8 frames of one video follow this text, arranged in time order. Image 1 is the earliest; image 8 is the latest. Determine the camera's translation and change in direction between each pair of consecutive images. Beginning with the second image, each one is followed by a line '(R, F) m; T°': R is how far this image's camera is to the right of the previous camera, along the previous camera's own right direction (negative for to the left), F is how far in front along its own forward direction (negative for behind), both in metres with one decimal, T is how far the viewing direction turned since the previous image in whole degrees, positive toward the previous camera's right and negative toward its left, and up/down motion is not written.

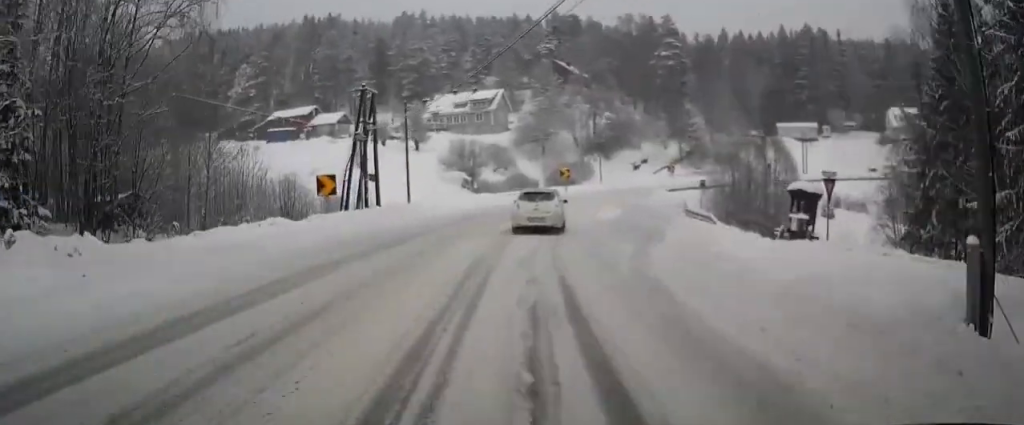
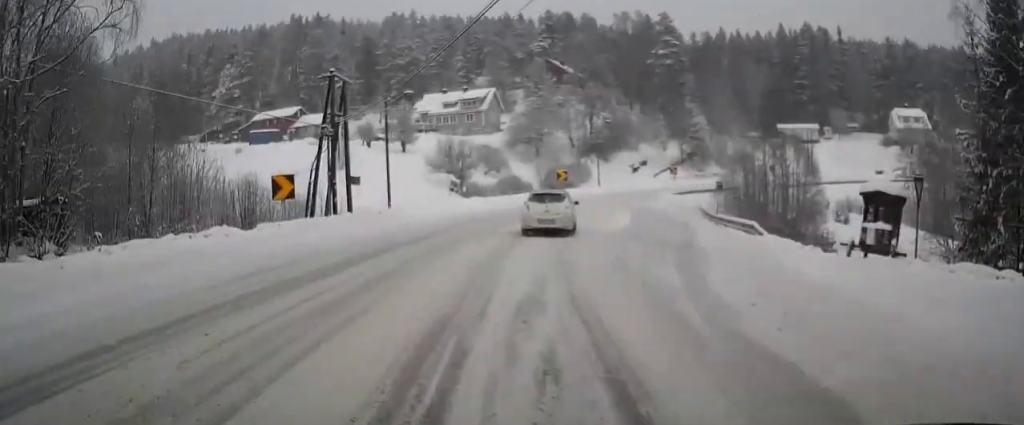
(0.0, +5.0) m; +1°
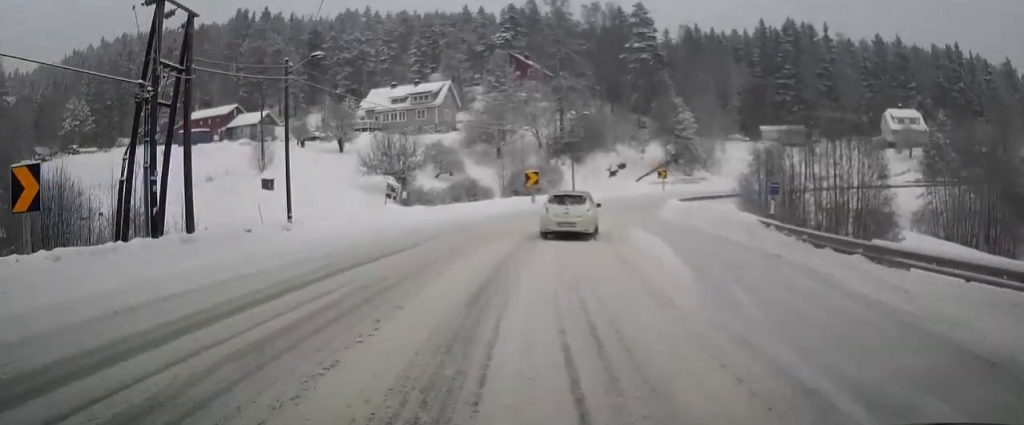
(+0.2, +13.6) m; +2°
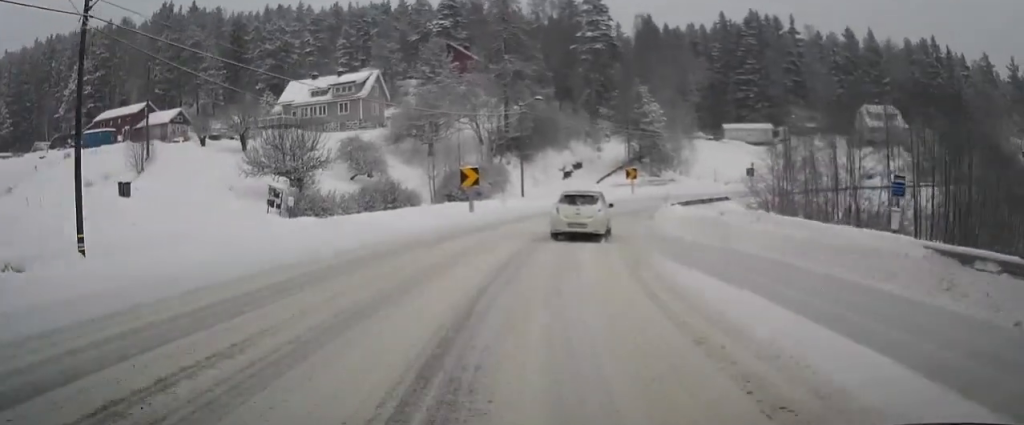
(+0.3, +12.8) m; +6°
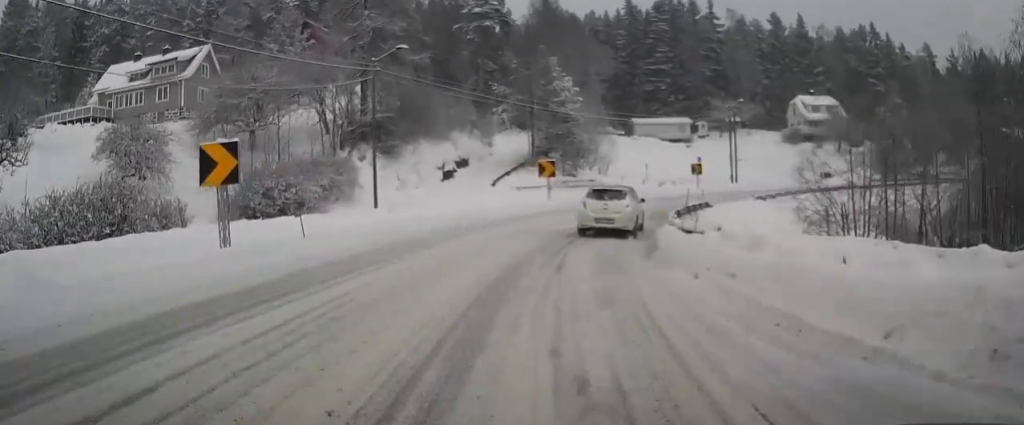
(+1.7, +19.4) m; +9°
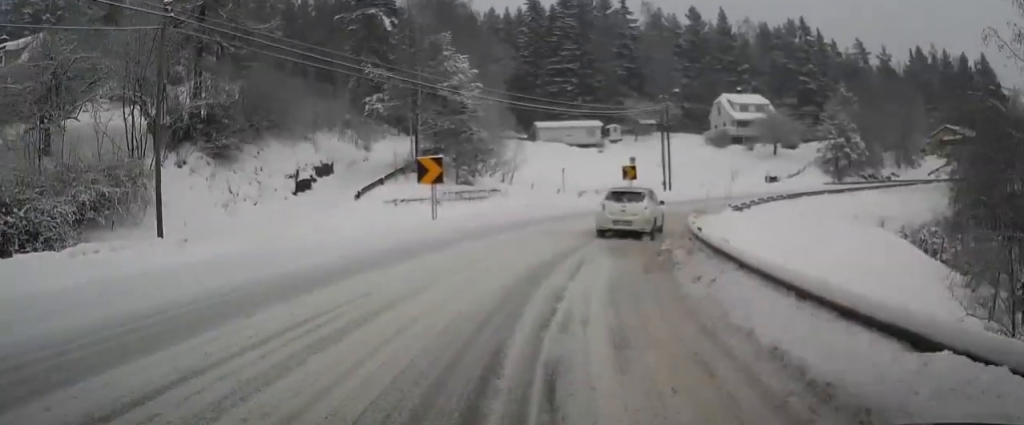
(+0.8, +12.6) m; +8°
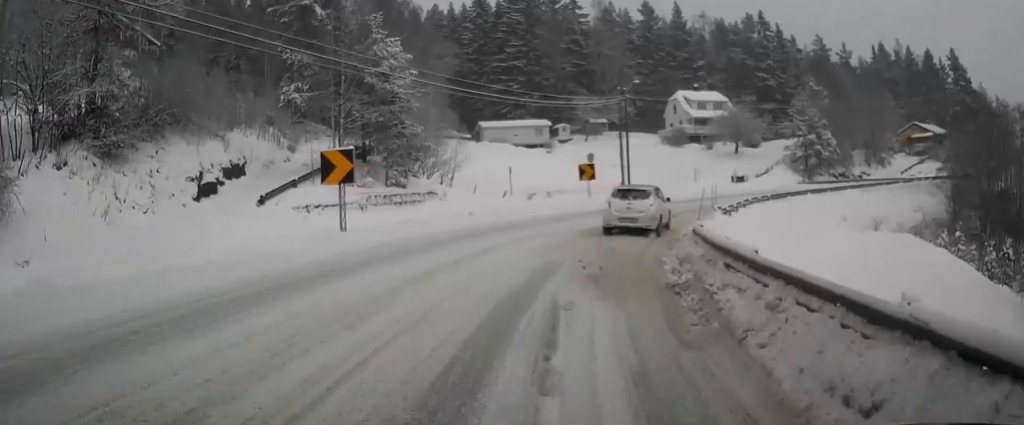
(+0.4, +5.9) m; +4°
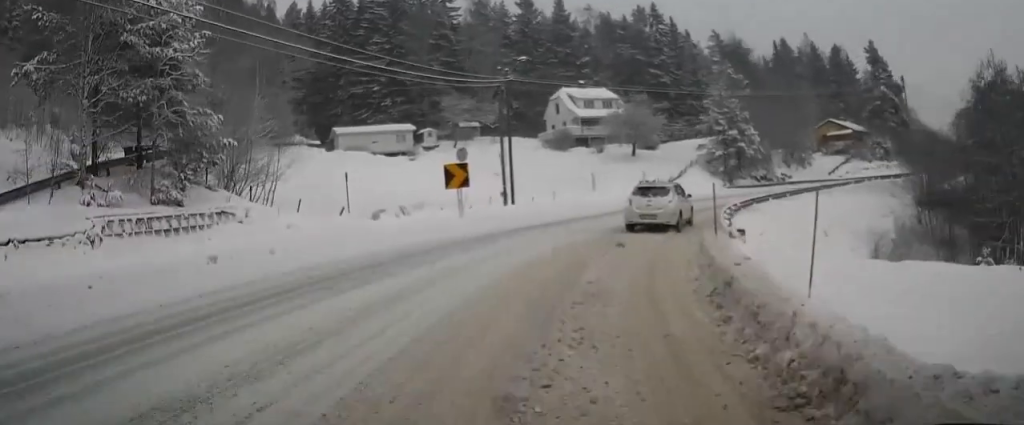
(+0.9, +12.9) m; +12°
